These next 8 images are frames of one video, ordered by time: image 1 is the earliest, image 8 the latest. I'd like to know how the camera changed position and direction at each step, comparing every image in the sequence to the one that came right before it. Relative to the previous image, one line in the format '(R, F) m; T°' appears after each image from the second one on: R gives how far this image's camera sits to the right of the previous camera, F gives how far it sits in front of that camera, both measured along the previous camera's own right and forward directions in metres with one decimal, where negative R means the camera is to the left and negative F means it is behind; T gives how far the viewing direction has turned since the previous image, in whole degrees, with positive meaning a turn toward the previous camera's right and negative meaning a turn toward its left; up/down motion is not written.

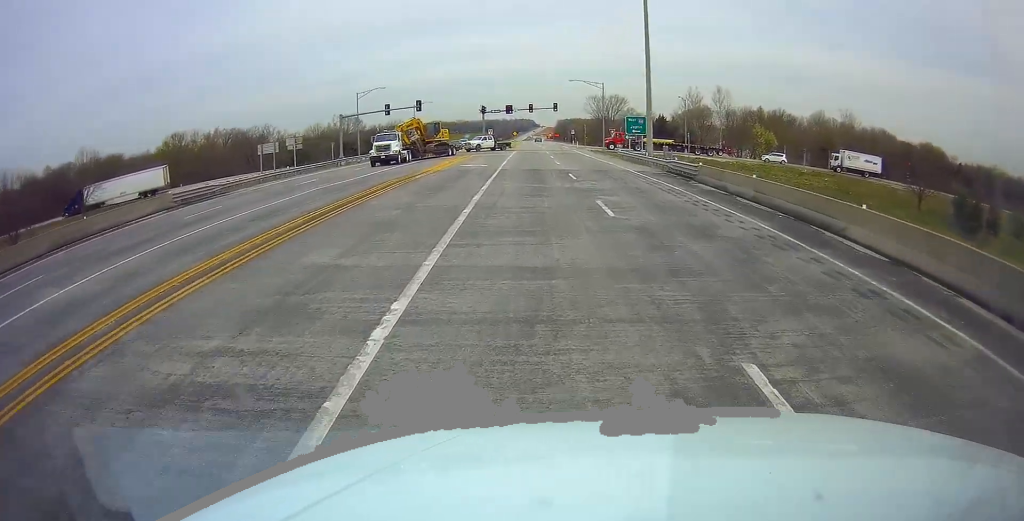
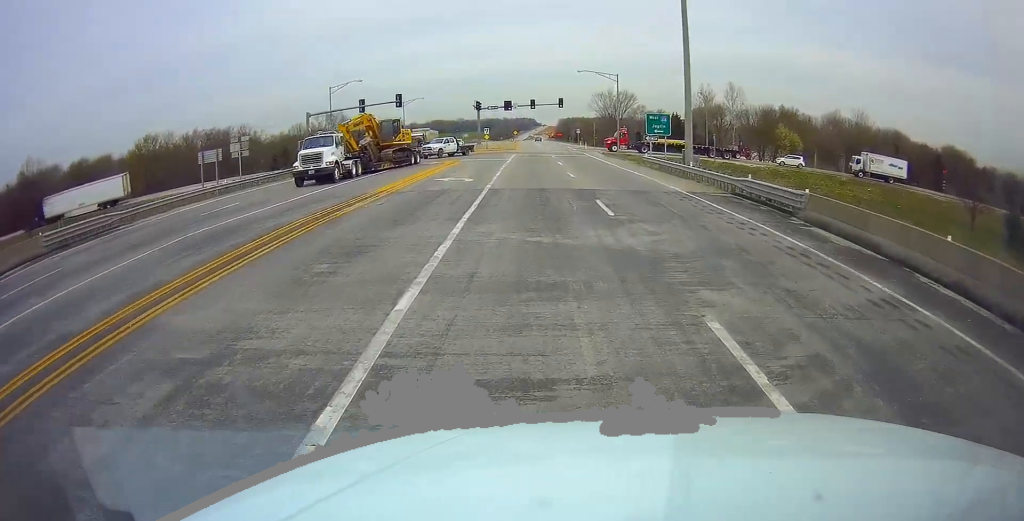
(+0.3, +11.0) m; +2°
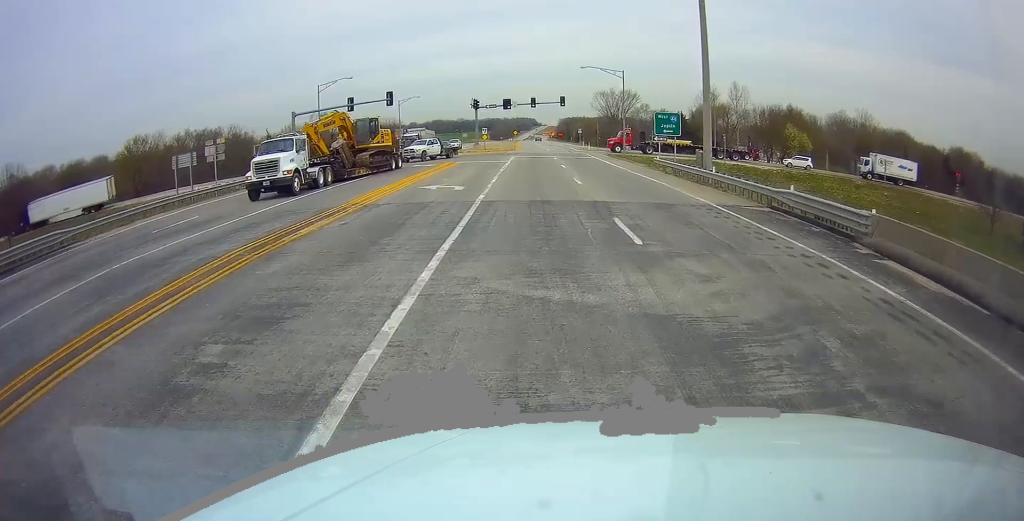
(0.0, +3.8) m; 0°
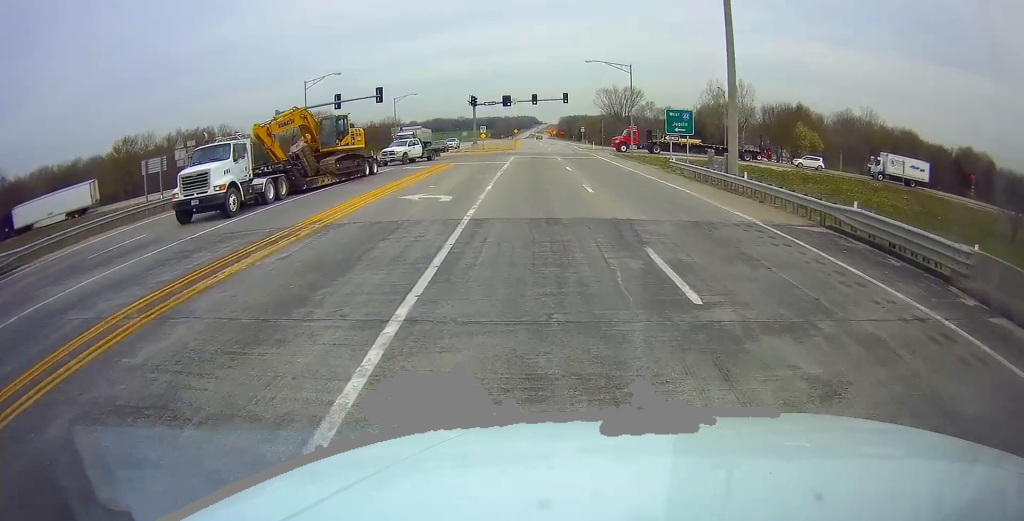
(0.0, +4.1) m; 0°
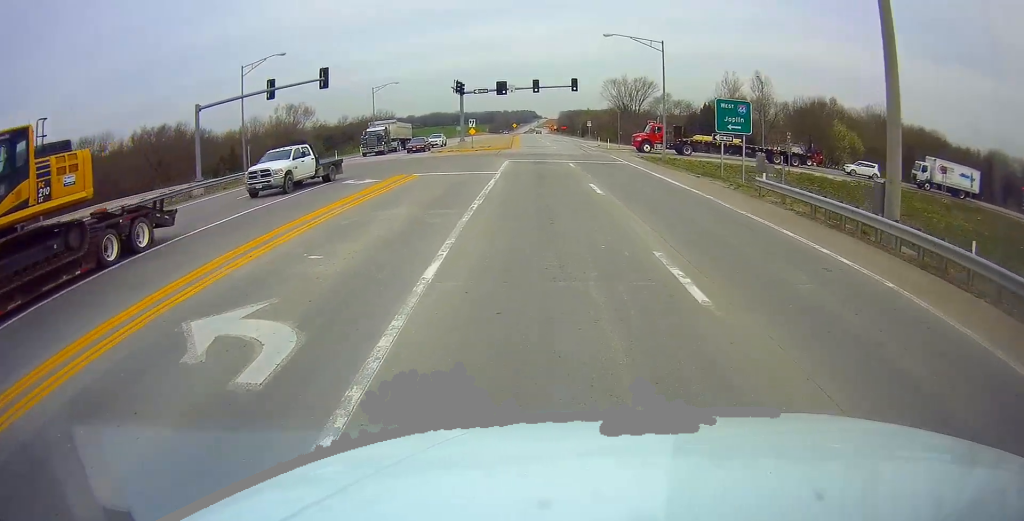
(0.0, +13.7) m; -1°
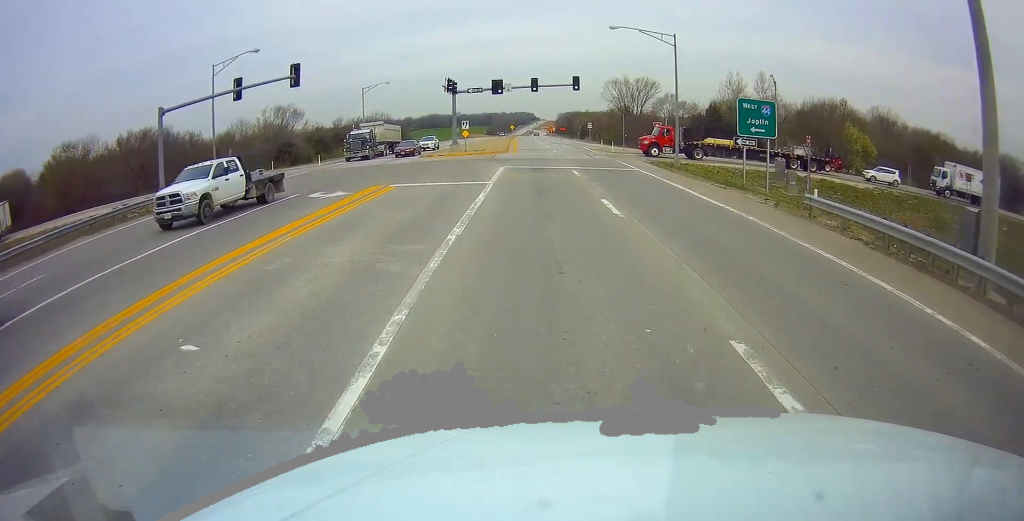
(-0.1, +4.2) m; 0°
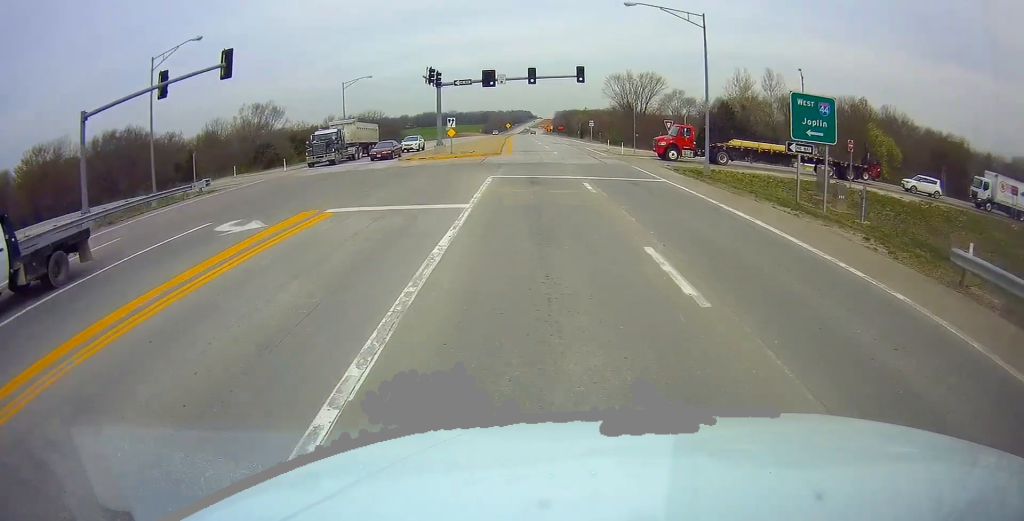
(+0.1, +7.4) m; 0°
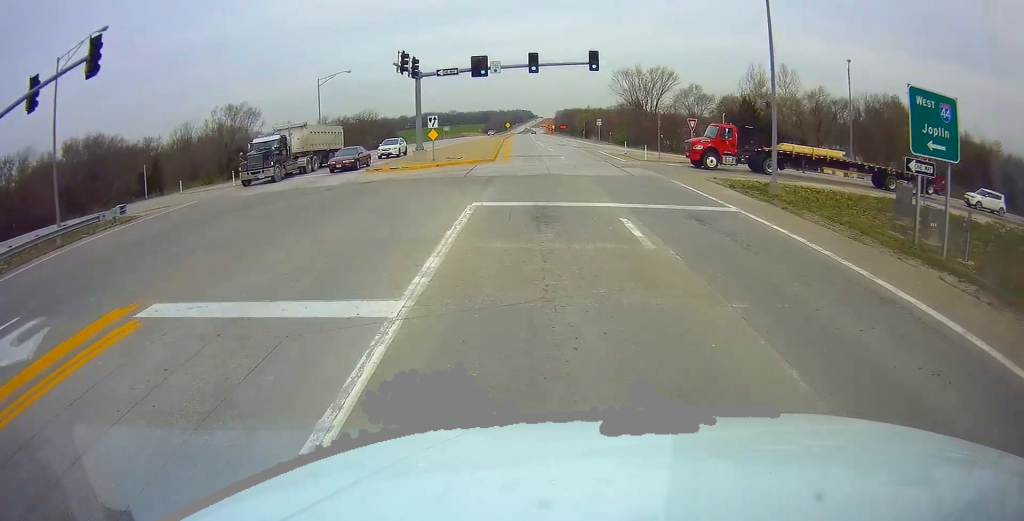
(-0.1, +8.9) m; 0°
